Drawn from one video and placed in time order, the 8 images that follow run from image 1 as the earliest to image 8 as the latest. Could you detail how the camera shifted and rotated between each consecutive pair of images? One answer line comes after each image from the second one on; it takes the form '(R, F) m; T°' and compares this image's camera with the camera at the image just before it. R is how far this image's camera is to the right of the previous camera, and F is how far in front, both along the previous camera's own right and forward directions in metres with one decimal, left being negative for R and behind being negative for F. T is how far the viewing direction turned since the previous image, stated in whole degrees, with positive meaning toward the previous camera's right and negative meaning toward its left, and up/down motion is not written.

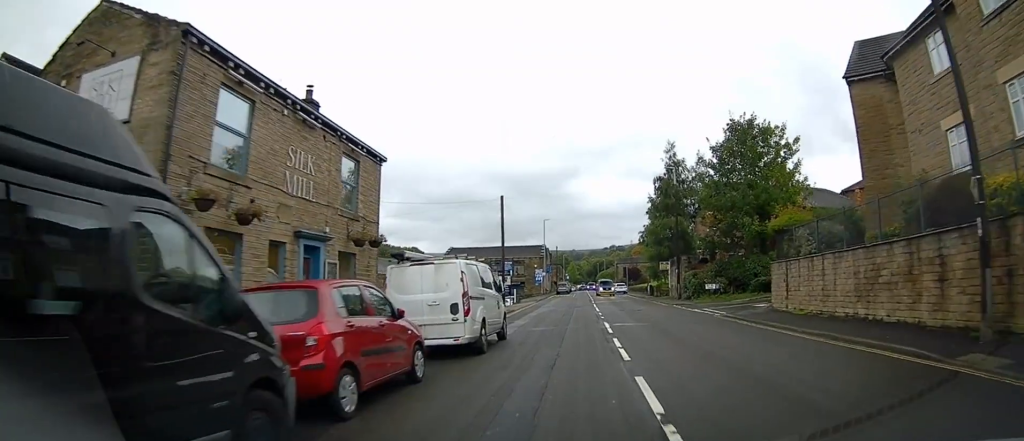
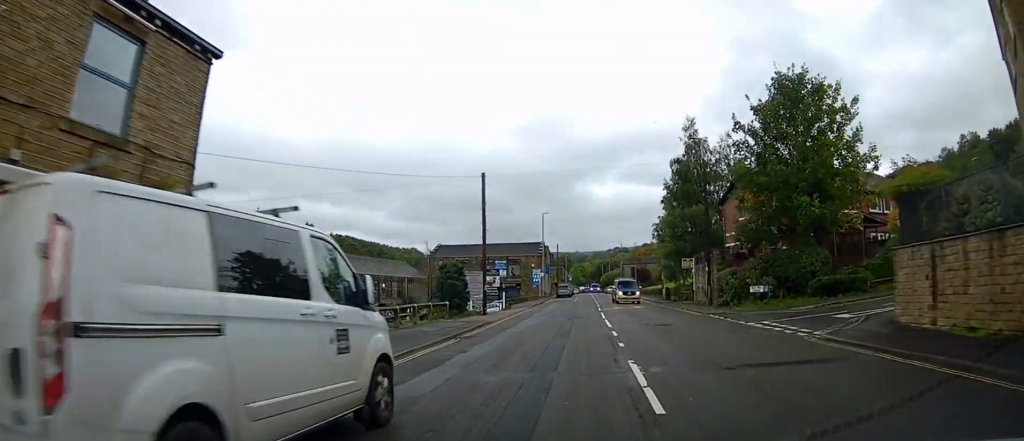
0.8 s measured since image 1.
(0.0, +8.7) m; 0°
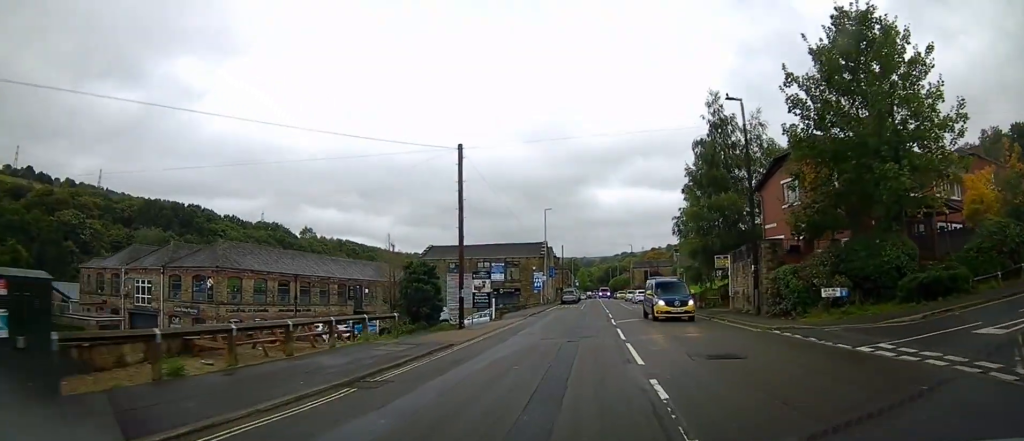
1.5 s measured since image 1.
(0.0, +7.9) m; -1°
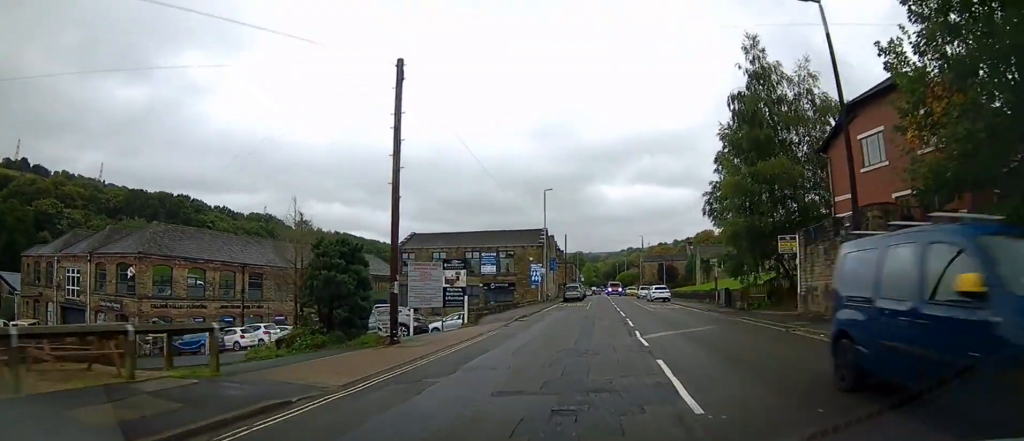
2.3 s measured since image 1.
(-0.1, +9.2) m; -1°
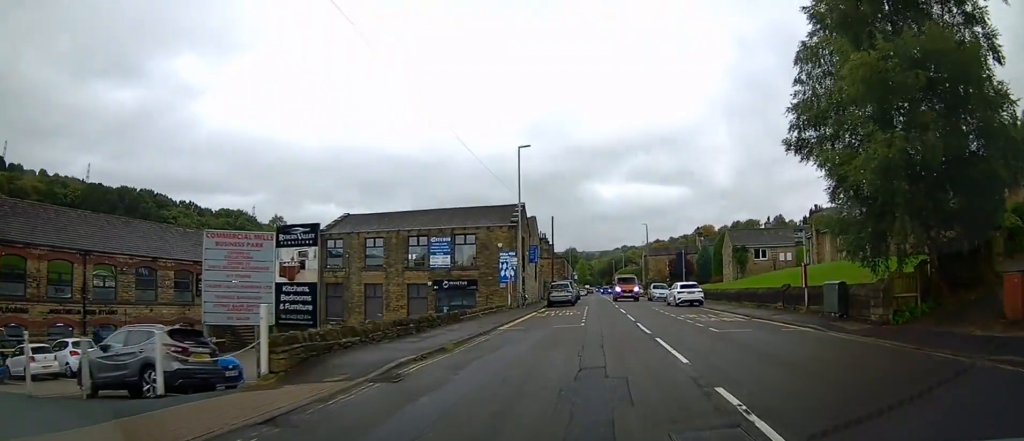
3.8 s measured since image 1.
(-0.1, +15.9) m; 0°
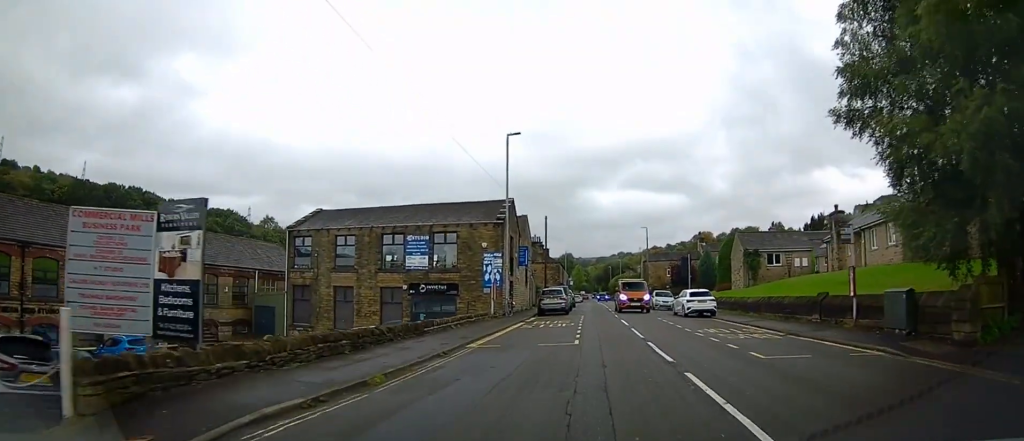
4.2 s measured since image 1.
(0.0, +4.1) m; 0°
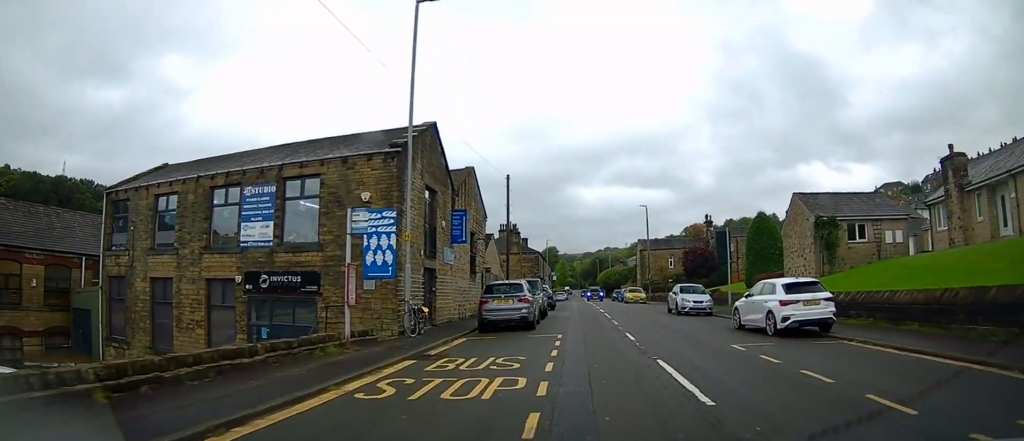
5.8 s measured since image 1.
(+0.2, +15.8) m; +1°
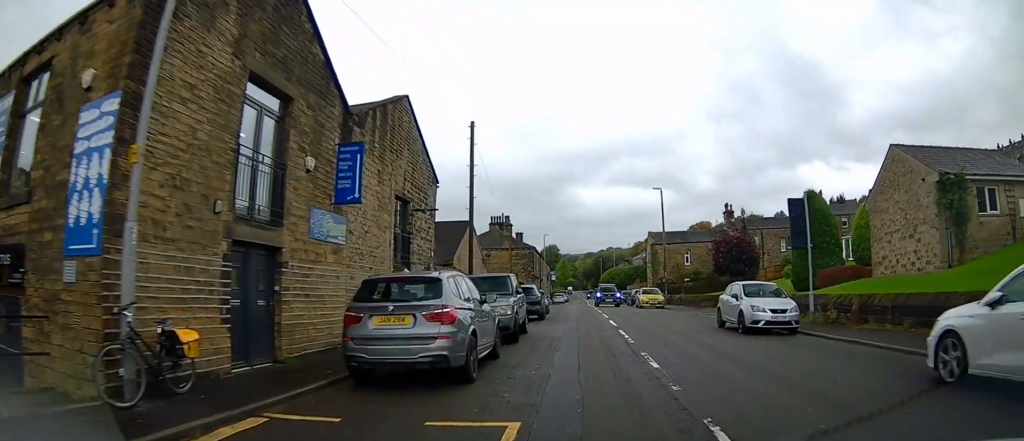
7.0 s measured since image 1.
(+0.1, +10.4) m; +1°
